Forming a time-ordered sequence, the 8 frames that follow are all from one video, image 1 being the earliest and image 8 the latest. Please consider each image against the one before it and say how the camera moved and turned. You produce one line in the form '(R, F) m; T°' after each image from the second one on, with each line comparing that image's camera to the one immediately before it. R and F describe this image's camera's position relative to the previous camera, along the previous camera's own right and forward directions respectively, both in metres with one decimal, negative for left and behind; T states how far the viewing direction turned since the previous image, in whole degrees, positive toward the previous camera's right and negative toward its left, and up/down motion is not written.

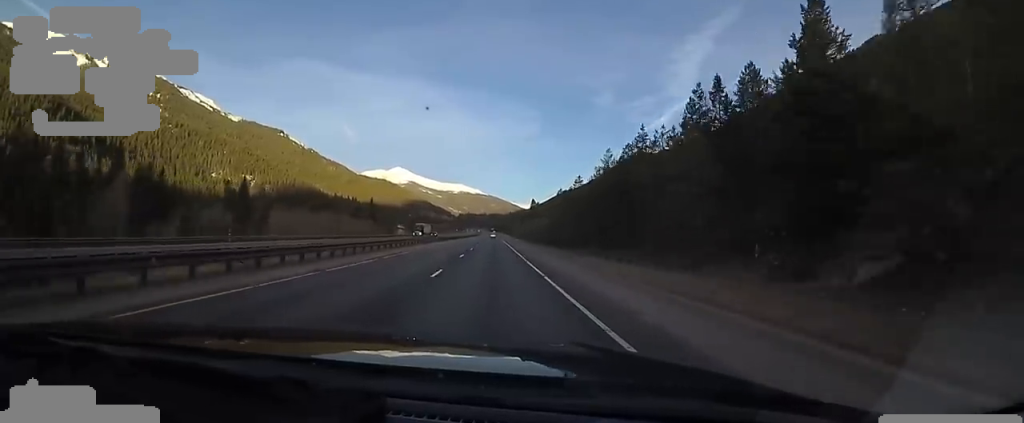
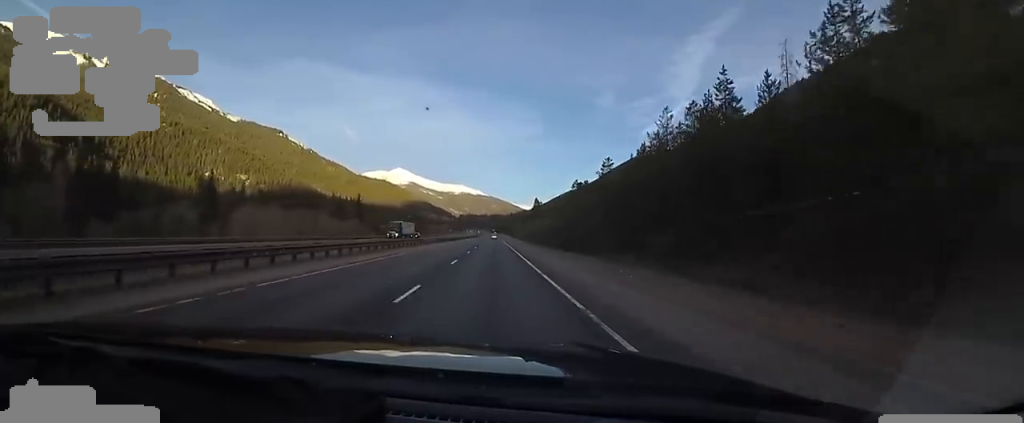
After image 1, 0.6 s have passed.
(-0.5, +17.7) m; 0°
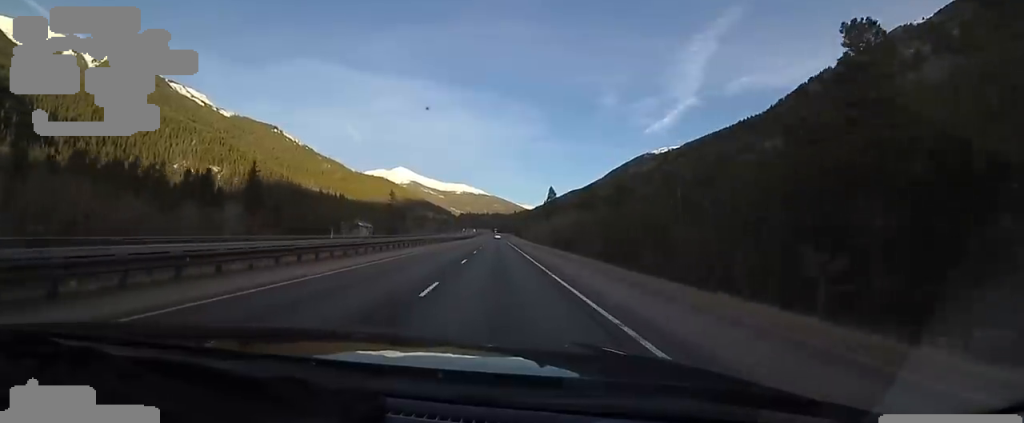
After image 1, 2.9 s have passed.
(+0.4, +71.9) m; +1°
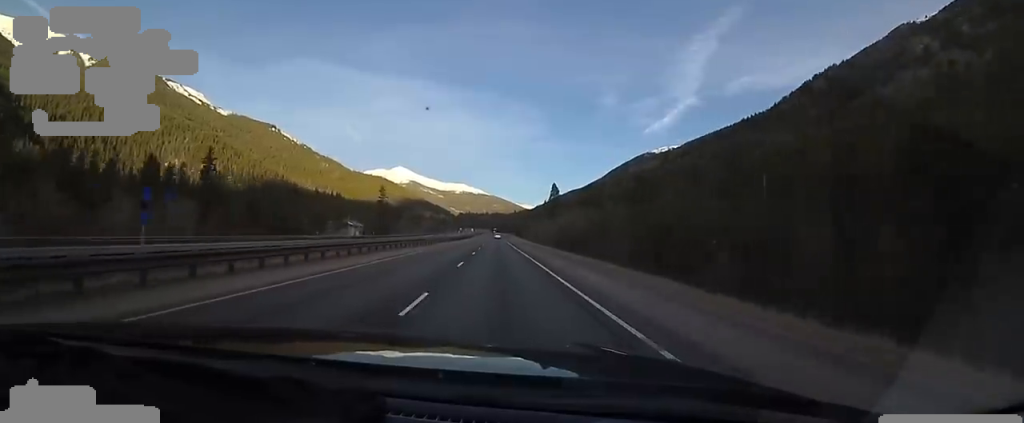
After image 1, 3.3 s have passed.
(+0.4, +14.5) m; +1°
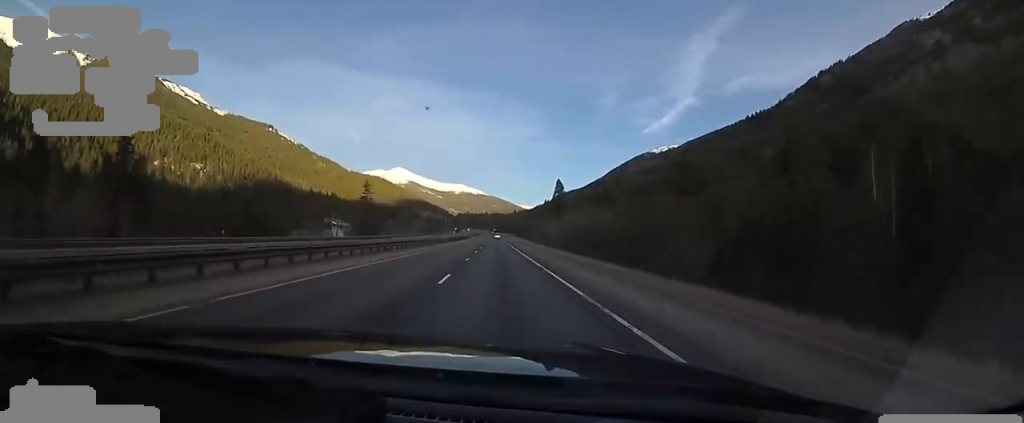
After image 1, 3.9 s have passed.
(+0.1, +18.6) m; -1°
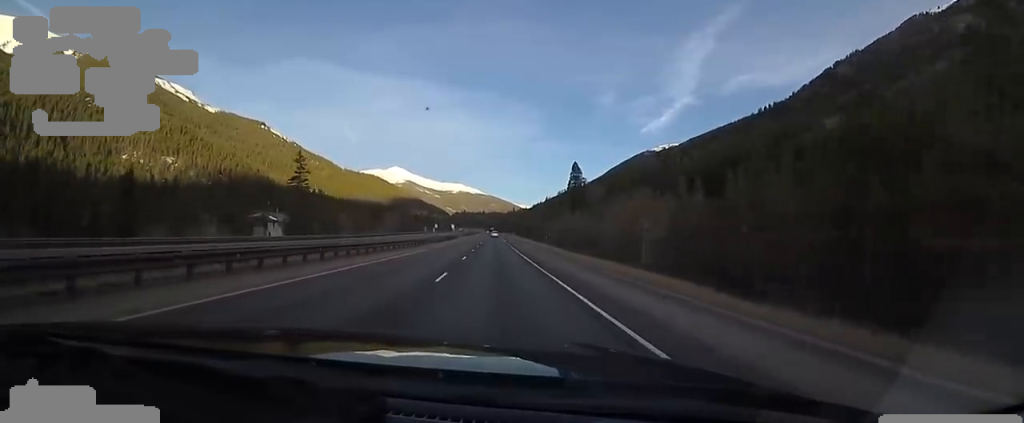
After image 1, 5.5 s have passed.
(-1.9, +47.3) m; -1°
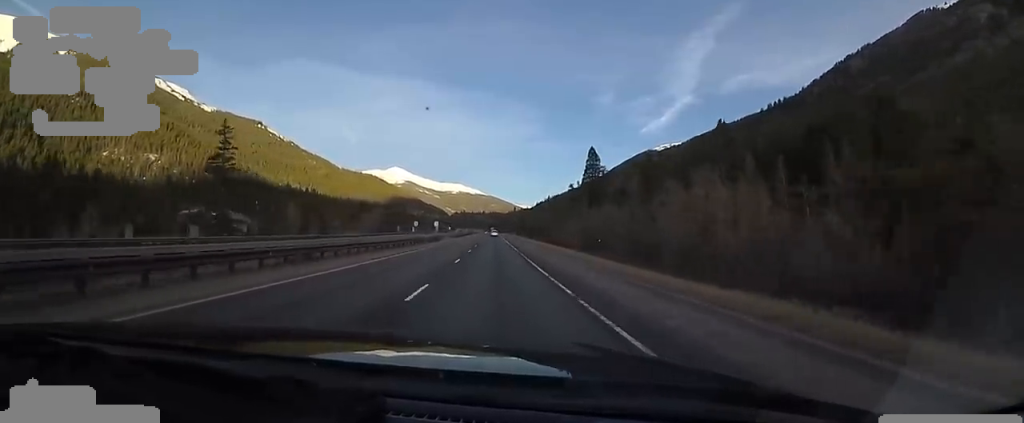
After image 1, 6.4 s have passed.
(+1.4, +27.8) m; 0°
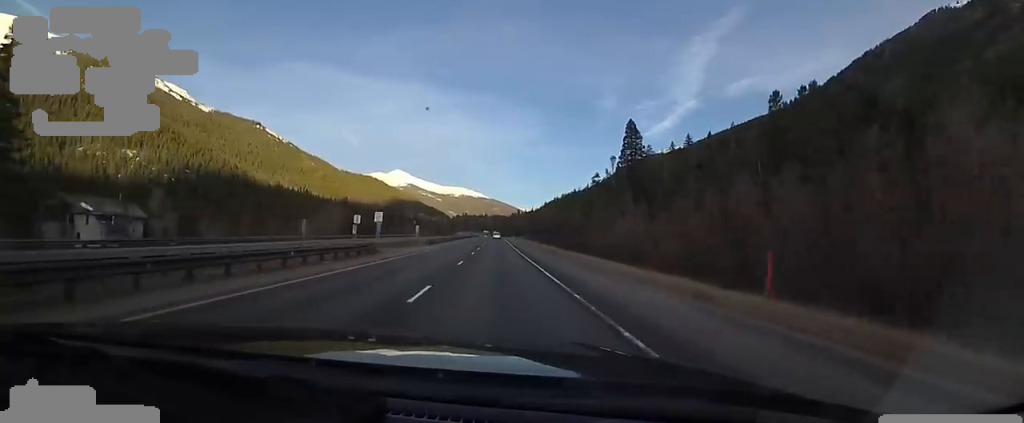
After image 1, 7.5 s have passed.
(-1.3, +36.0) m; 0°
